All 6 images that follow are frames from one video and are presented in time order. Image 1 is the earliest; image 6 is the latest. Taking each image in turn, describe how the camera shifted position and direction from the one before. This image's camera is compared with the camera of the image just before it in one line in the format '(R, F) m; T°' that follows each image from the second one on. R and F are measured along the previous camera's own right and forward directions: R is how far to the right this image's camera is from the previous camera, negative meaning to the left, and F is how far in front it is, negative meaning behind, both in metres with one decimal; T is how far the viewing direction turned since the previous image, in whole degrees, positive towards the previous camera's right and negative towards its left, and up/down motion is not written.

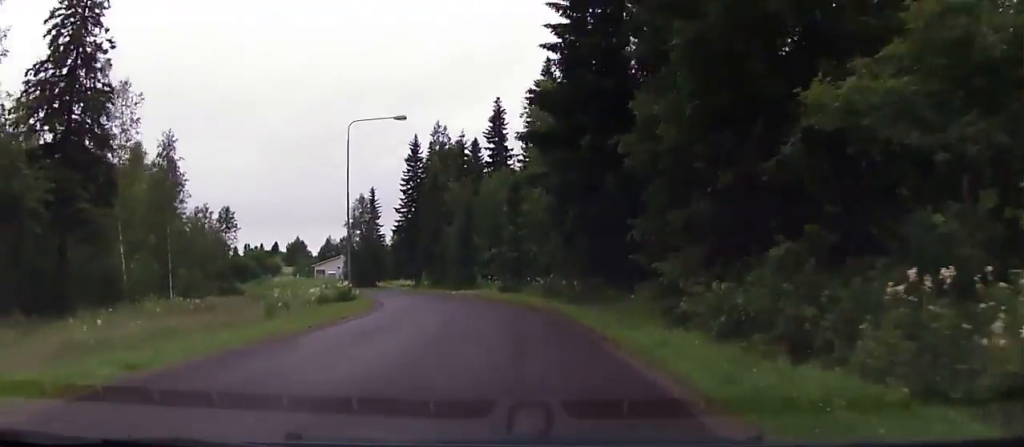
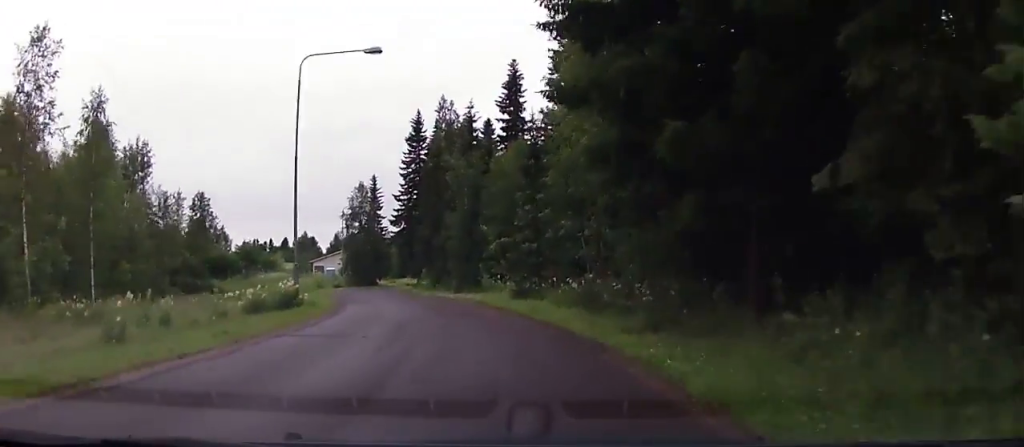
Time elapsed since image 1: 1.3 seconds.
(-0.1, +10.9) m; -4°
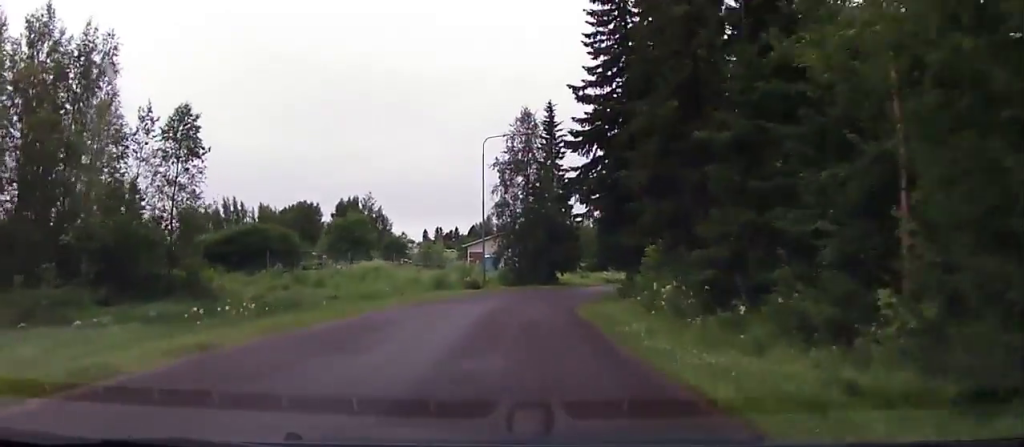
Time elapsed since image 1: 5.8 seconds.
(-8.4, +37.5) m; -19°
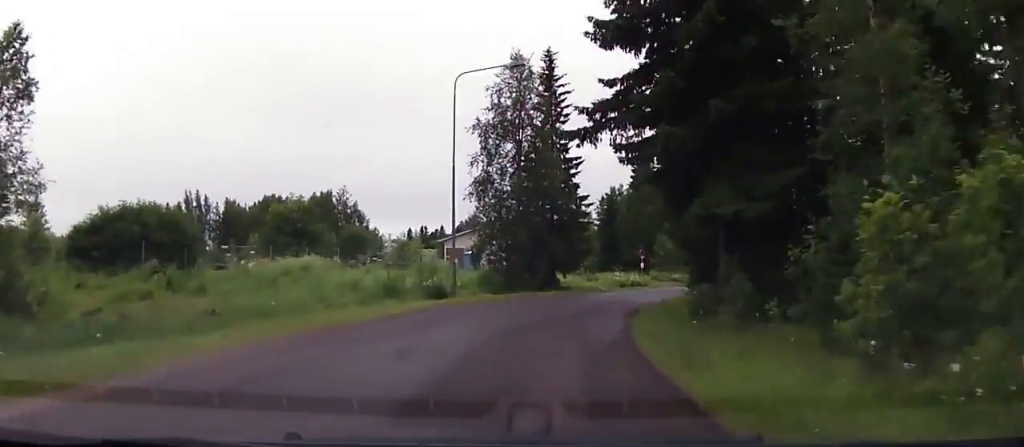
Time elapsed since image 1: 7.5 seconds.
(0.0, +14.9) m; +3°
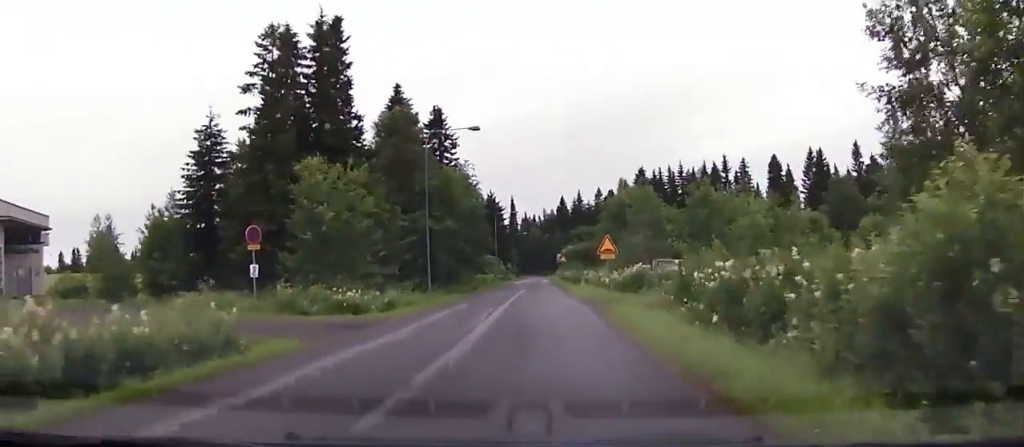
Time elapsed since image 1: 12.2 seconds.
(+10.0, +42.4) m; +26°
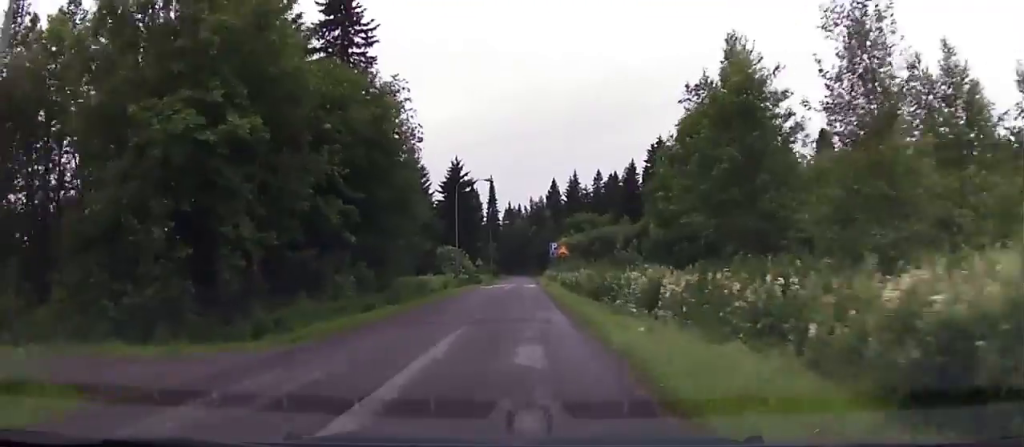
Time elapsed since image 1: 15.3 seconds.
(+2.9, +31.9) m; +6°
